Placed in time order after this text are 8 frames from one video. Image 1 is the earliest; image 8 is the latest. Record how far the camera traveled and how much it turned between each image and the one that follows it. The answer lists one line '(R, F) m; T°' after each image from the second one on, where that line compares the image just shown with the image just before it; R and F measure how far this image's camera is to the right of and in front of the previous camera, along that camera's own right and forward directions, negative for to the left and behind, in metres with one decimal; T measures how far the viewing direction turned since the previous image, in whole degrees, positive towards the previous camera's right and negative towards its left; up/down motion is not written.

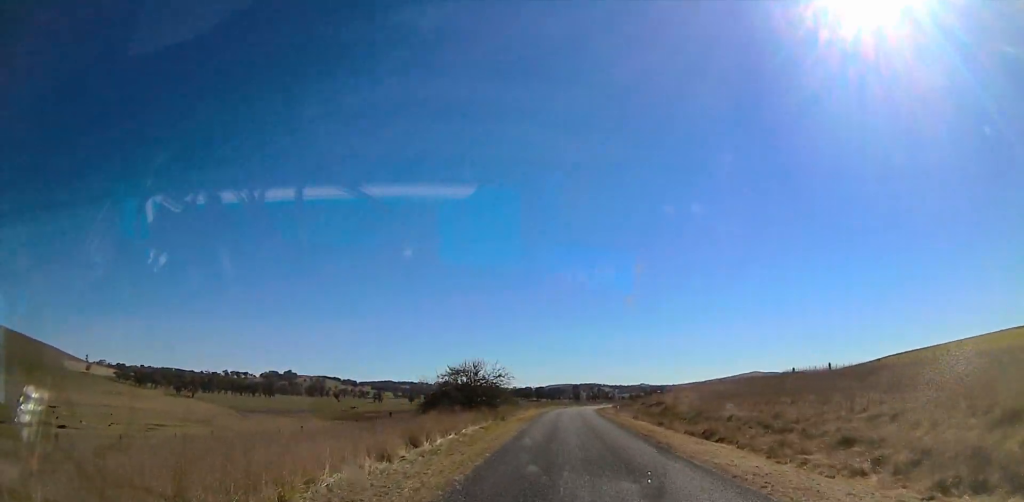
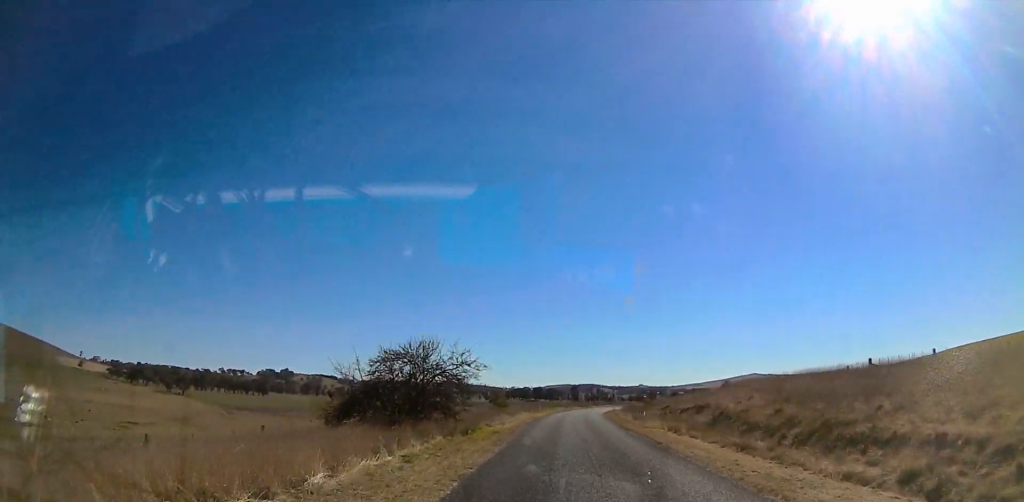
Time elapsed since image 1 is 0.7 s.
(+0.1, +17.3) m; 0°
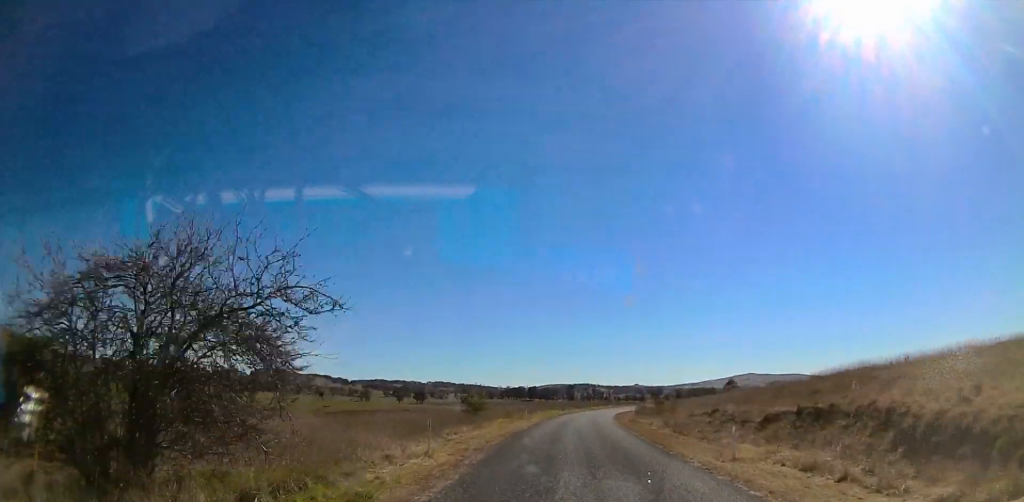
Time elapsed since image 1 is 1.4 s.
(+0.1, +19.4) m; 0°
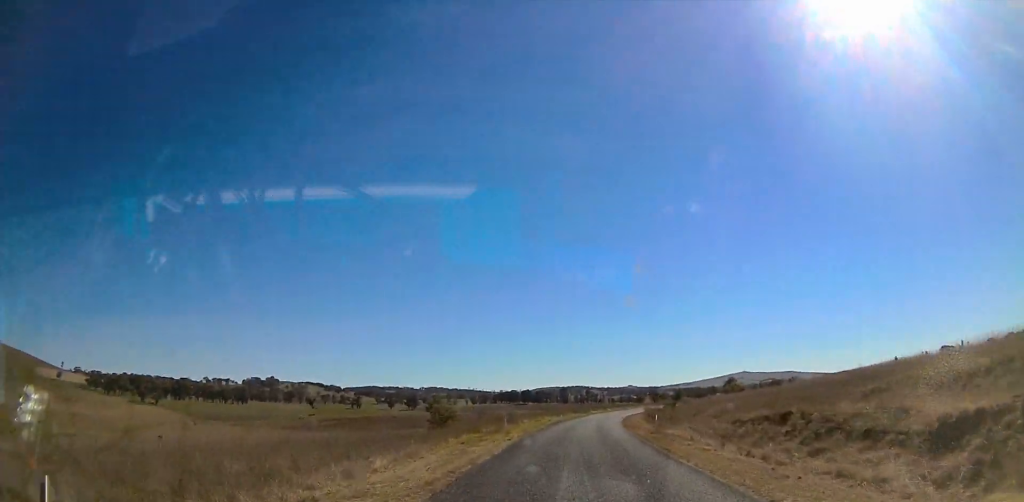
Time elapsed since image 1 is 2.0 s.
(0.0, +13.0) m; 0°
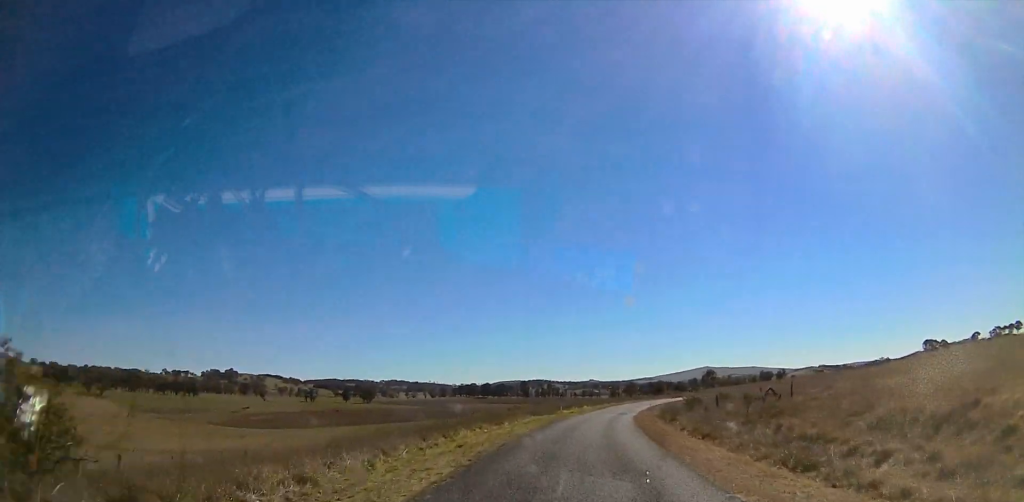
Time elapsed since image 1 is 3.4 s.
(-0.1, +33.3) m; +1°
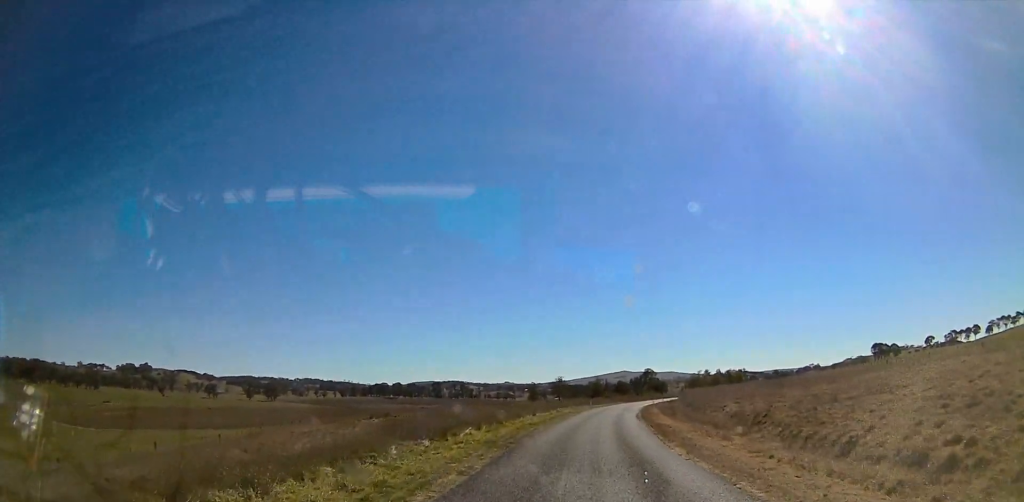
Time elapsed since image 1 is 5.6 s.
(+1.9, +46.6) m; +9°
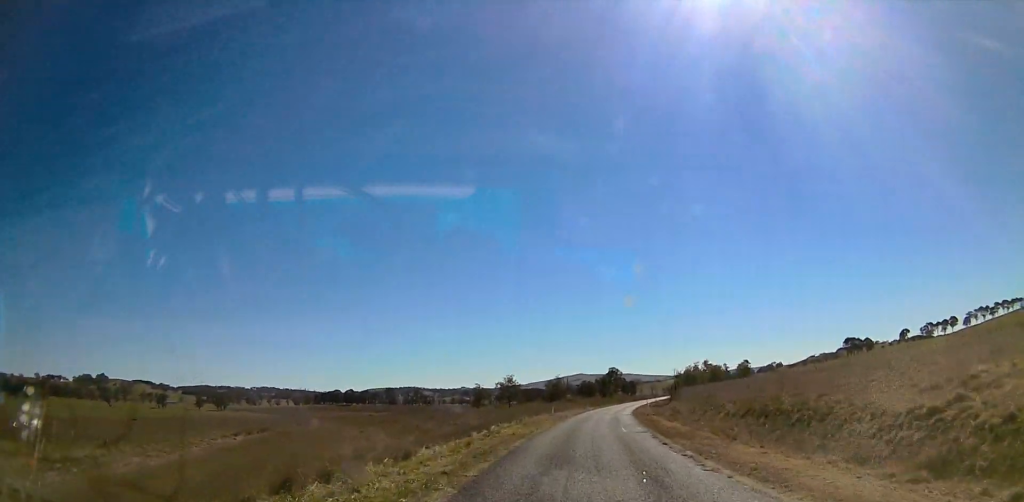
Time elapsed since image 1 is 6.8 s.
(+3.6, +30.2) m; +9°
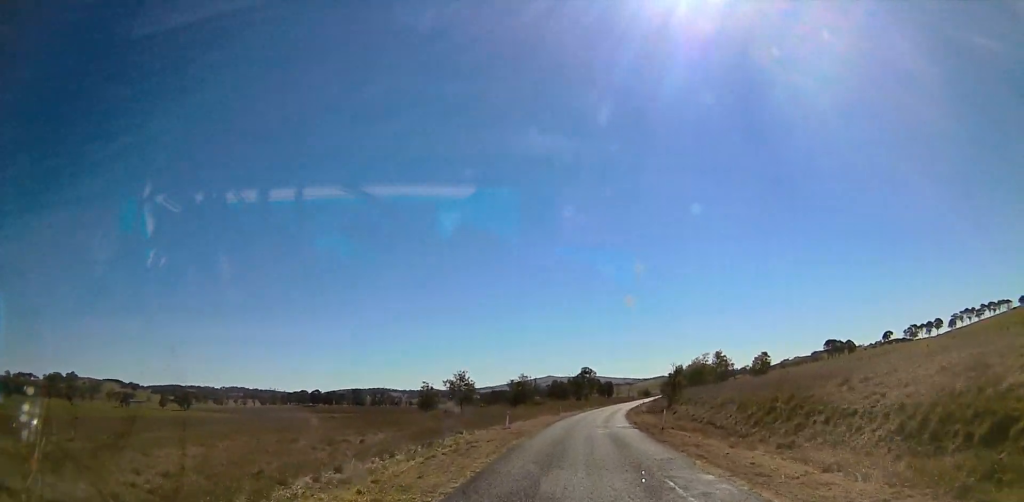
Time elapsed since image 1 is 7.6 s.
(+0.8, +26.1) m; +1°
